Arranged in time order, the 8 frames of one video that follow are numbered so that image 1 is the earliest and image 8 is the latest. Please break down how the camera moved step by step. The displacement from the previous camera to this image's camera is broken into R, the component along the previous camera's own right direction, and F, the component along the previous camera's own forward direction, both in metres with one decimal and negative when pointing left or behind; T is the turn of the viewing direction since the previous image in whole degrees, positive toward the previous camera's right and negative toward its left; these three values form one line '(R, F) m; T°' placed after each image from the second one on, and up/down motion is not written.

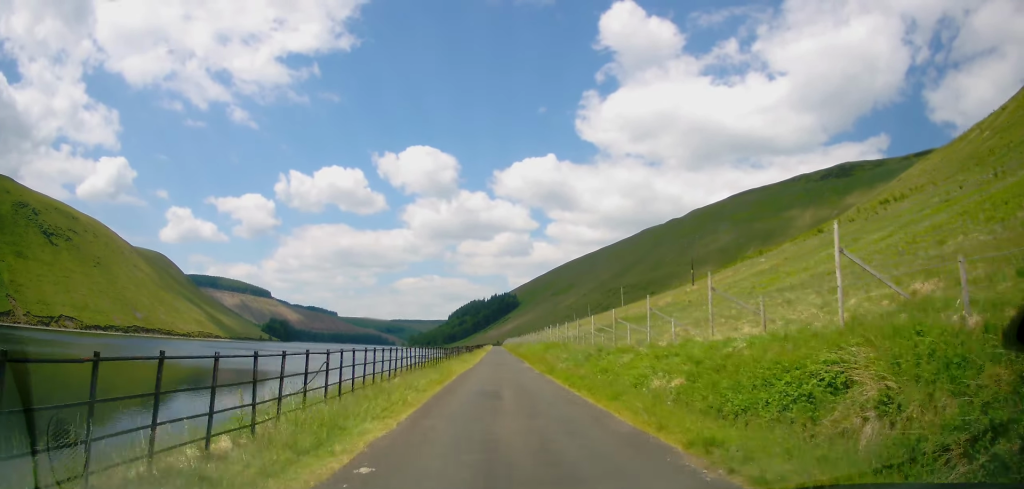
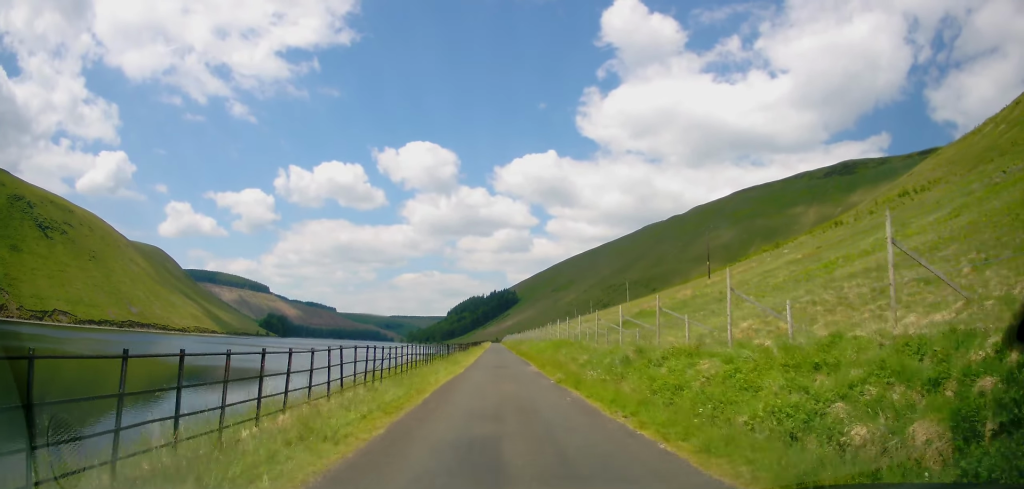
(+0.4, +8.0) m; 0°
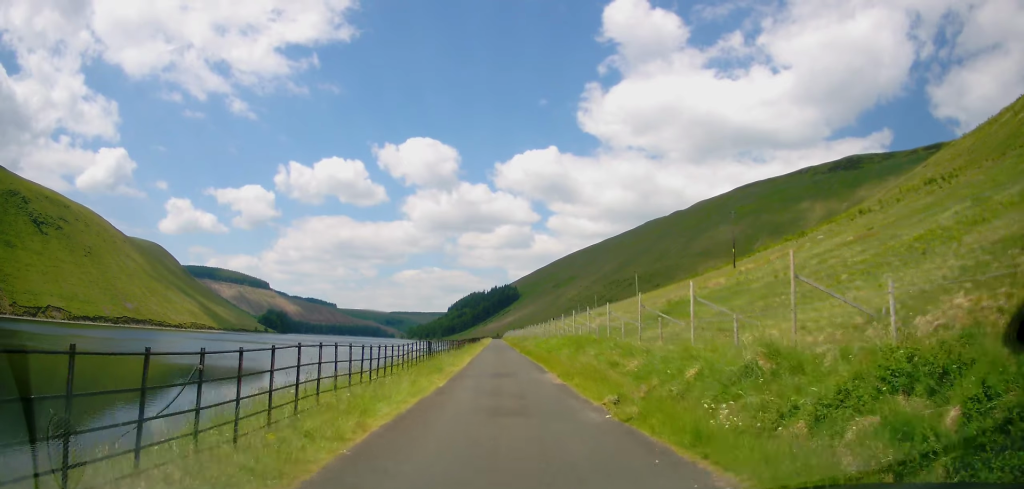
(+0.5, +9.7) m; 0°
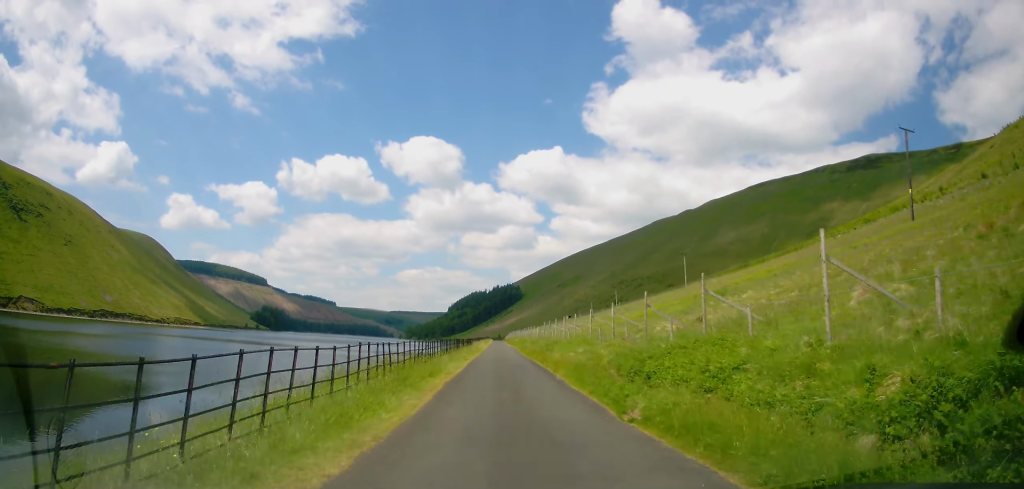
(-0.9, +37.9) m; -1°
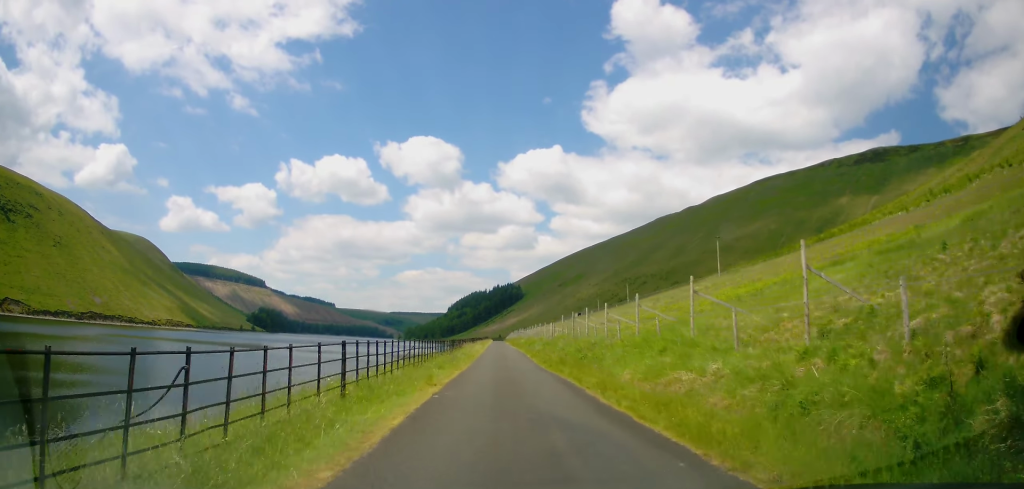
(-0.1, +17.4) m; 0°
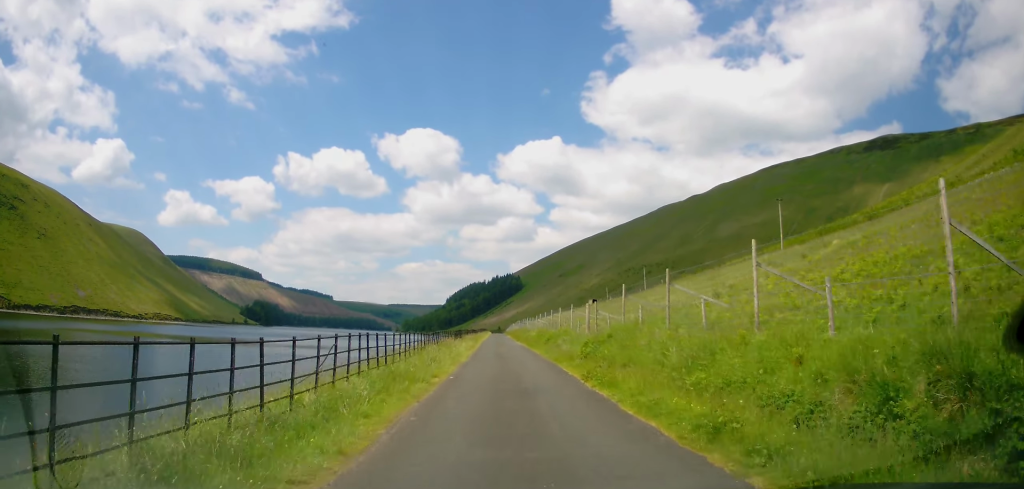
(+0.1, +22.6) m; 0°
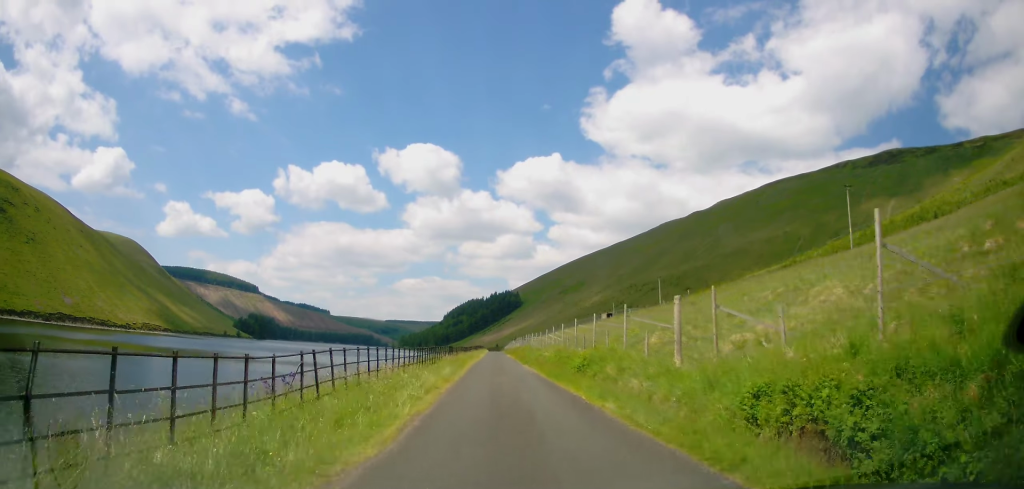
(0.0, +16.7) m; 0°
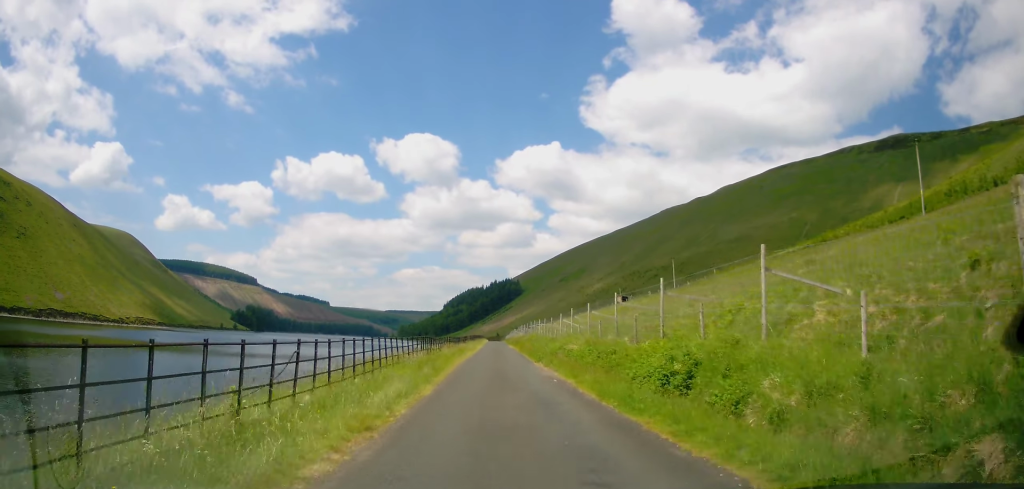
(+0.1, +12.0) m; 0°
